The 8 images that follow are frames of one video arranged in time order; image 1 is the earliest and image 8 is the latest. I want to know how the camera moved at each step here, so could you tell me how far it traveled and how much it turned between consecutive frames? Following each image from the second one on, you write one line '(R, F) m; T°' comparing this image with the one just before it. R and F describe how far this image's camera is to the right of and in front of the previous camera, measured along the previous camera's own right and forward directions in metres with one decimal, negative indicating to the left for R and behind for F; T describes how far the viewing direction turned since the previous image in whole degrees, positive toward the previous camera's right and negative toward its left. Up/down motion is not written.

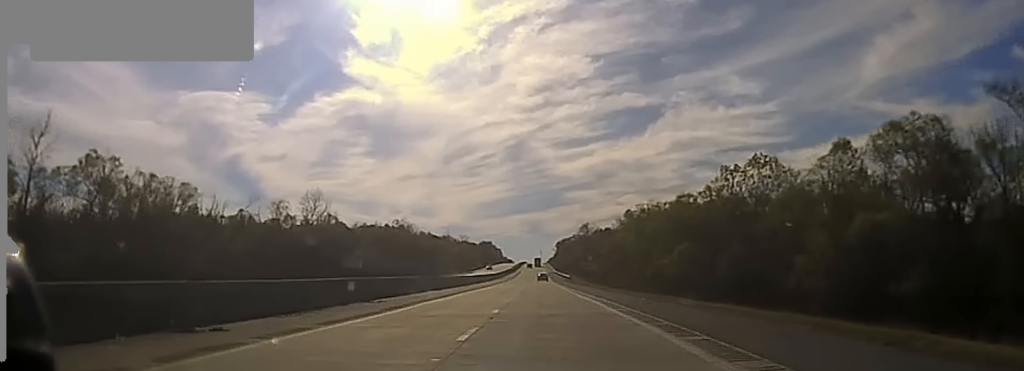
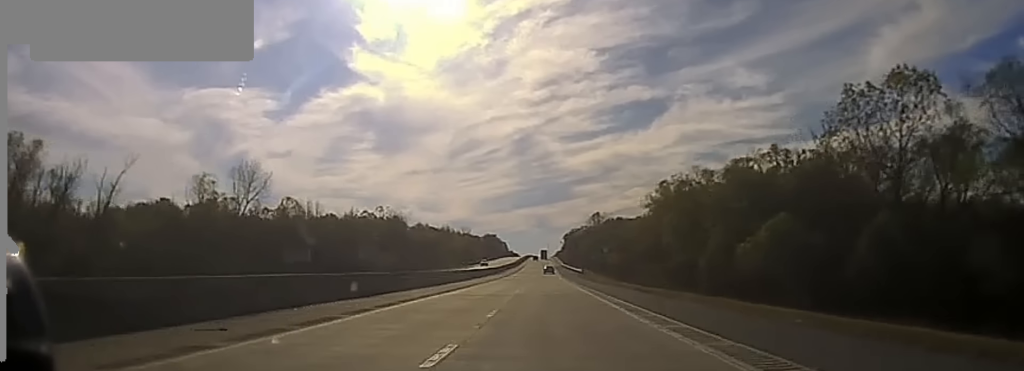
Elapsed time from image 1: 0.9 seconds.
(0.0, +30.4) m; 0°
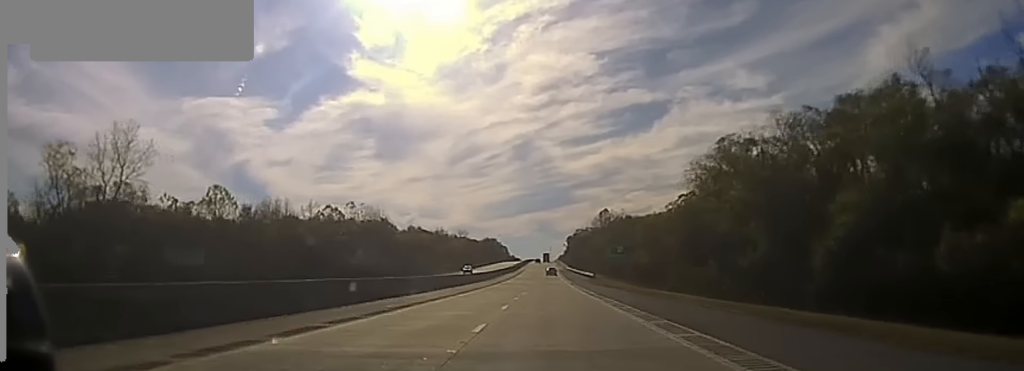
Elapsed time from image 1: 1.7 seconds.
(0.0, +32.9) m; 0°
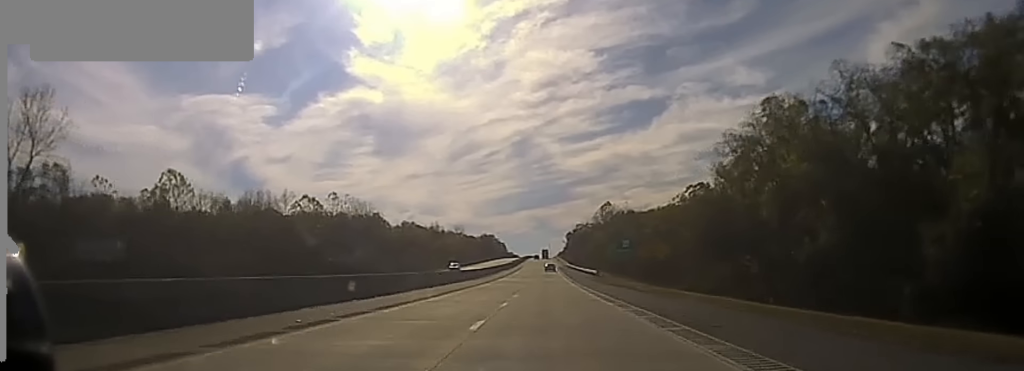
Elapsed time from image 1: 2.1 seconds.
(0.0, +14.3) m; 0°
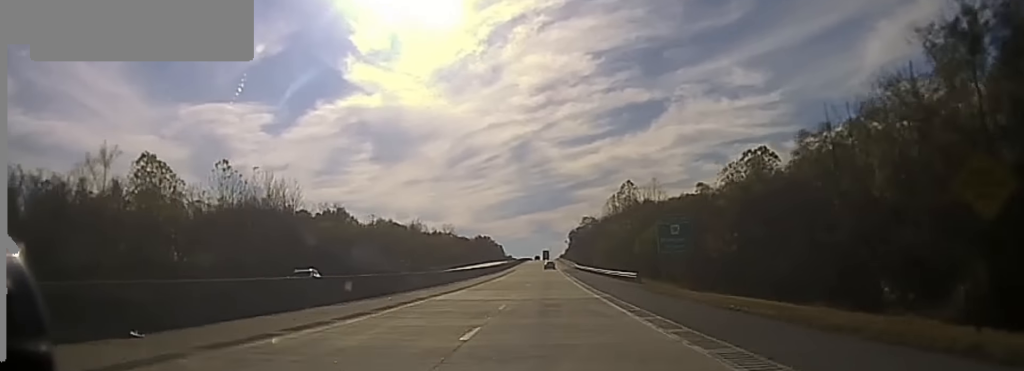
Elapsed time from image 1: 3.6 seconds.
(0.0, +46.7) m; 0°
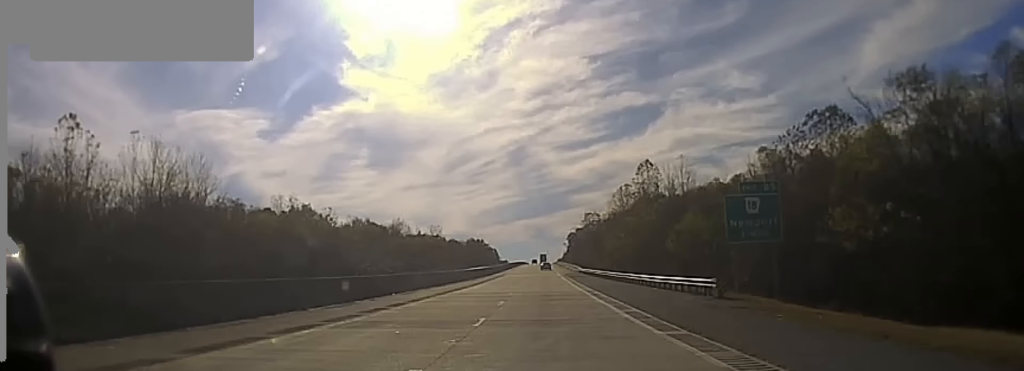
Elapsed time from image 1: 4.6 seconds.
(-0.1, +28.6) m; -1°
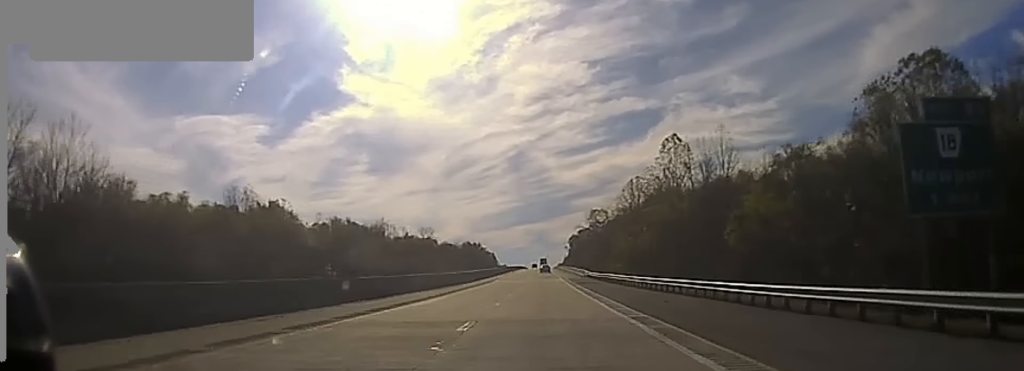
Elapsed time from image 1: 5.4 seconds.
(-0.1, +24.7) m; 0°
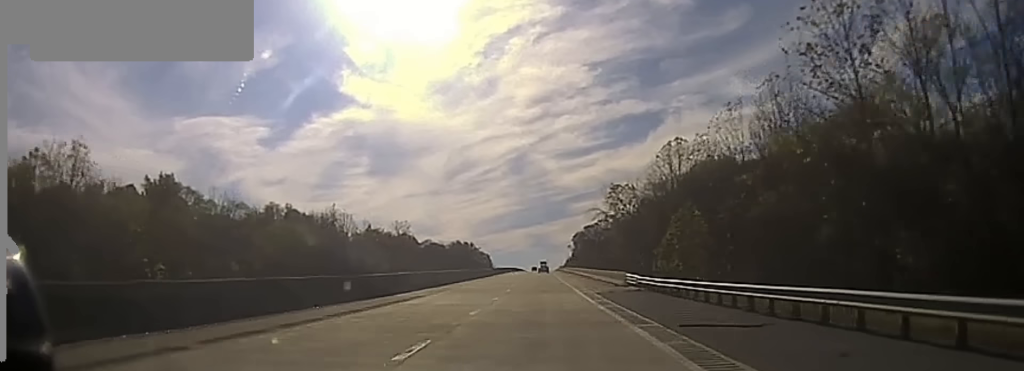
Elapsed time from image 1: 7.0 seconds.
(0.0, +52.5) m; +1°
